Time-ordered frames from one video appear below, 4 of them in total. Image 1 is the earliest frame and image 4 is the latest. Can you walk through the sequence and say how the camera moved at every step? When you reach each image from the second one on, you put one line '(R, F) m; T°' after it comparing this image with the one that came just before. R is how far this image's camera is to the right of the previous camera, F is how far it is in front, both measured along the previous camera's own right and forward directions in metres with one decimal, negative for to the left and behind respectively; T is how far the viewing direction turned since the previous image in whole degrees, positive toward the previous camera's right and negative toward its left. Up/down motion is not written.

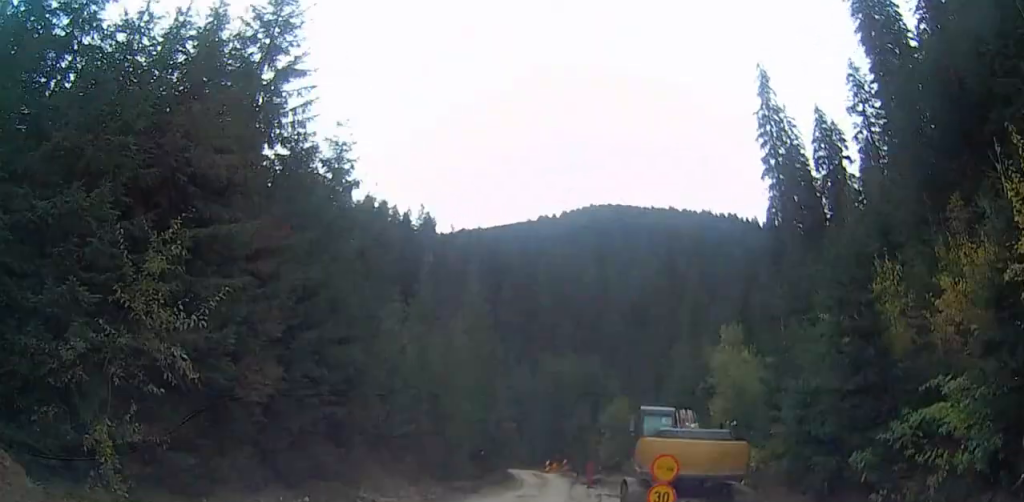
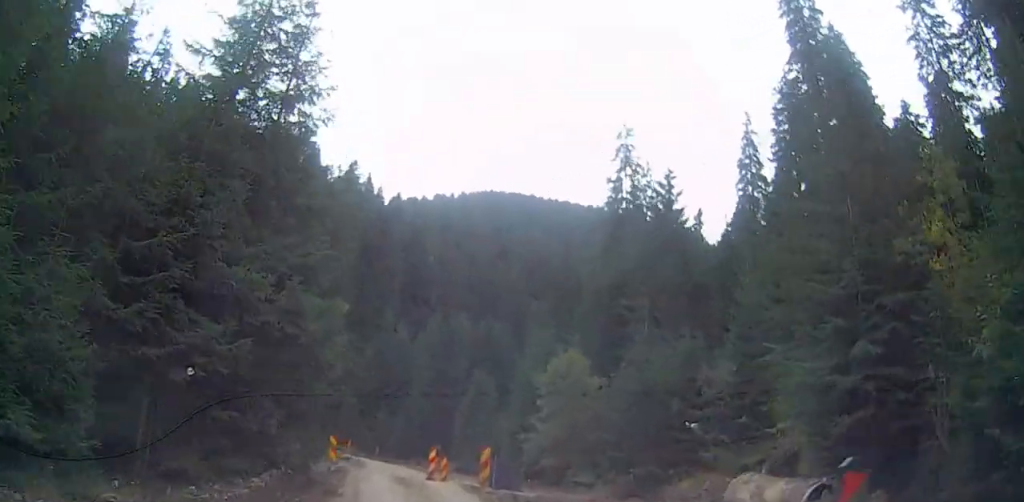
(+5.1, +22.1) m; +9°
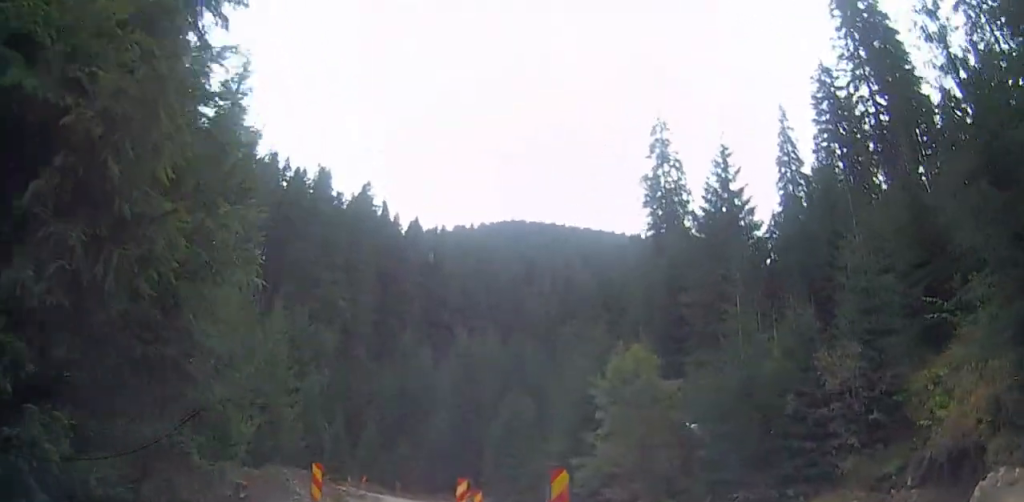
(-0.6, +6.9) m; -3°
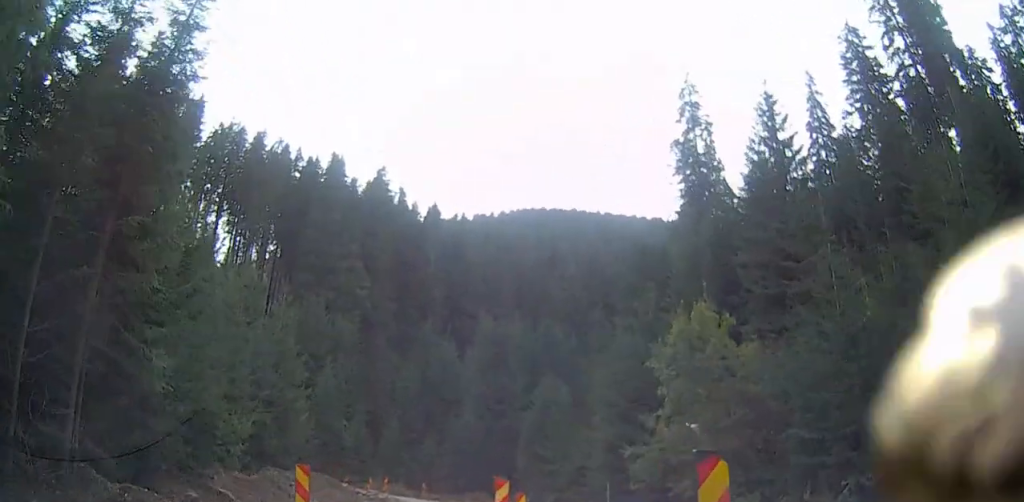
(-0.1, +4.9) m; +5°
